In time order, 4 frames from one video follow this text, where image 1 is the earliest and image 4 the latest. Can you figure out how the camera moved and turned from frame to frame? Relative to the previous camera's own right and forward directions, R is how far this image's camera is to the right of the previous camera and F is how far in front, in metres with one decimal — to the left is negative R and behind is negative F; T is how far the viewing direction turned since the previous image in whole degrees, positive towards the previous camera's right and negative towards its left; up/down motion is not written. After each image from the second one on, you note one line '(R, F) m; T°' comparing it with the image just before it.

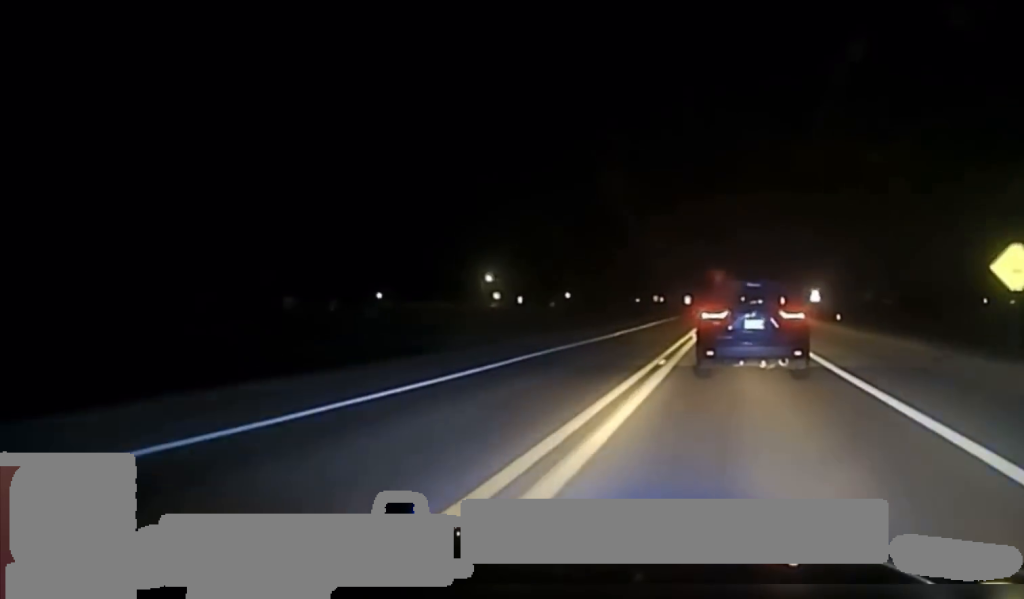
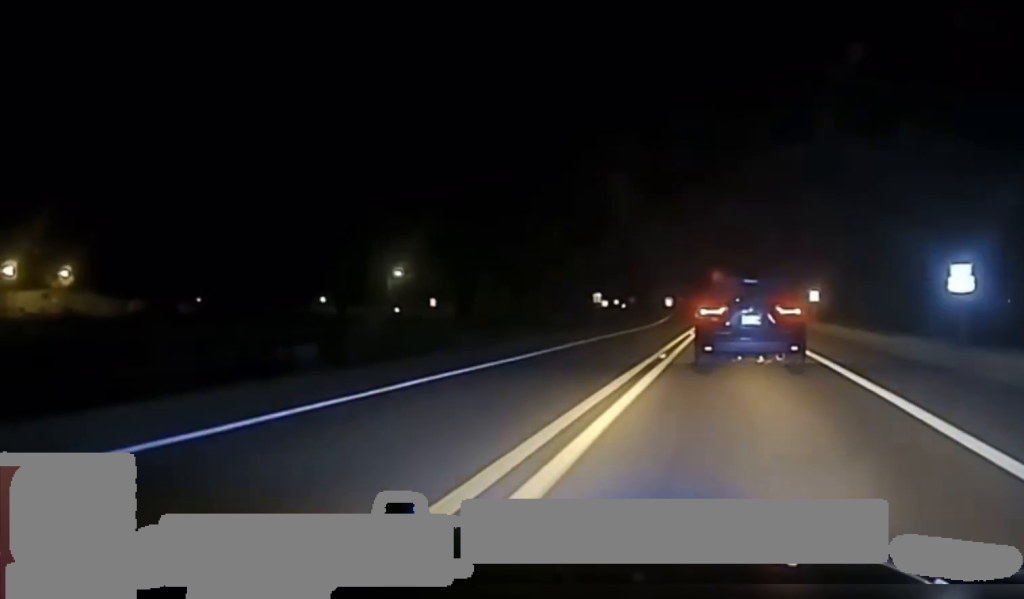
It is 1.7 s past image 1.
(+0.1, +76.4) m; 0°
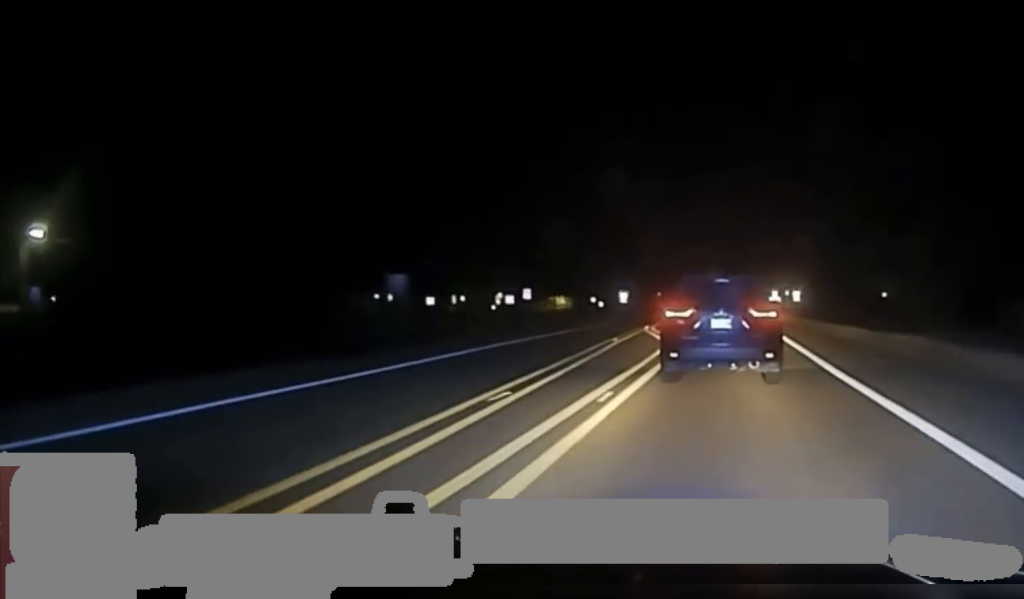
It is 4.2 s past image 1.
(-0.2, +111.0) m; 0°
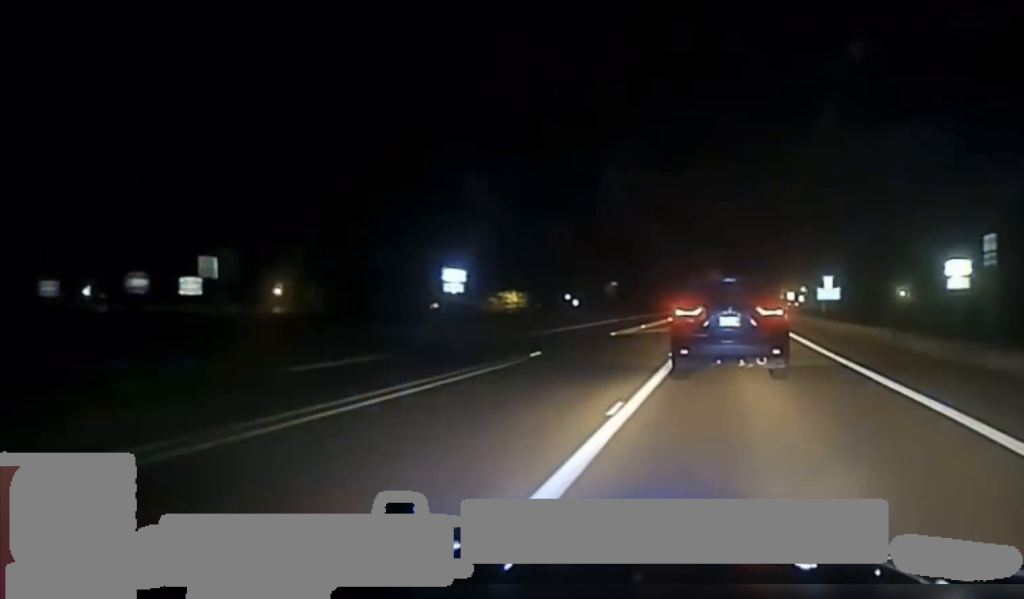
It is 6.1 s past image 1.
(+0.3, +79.8) m; 0°
